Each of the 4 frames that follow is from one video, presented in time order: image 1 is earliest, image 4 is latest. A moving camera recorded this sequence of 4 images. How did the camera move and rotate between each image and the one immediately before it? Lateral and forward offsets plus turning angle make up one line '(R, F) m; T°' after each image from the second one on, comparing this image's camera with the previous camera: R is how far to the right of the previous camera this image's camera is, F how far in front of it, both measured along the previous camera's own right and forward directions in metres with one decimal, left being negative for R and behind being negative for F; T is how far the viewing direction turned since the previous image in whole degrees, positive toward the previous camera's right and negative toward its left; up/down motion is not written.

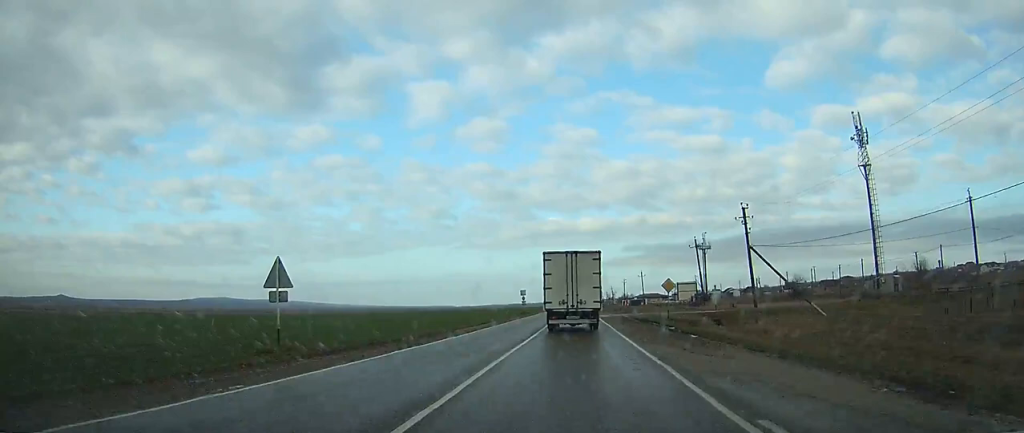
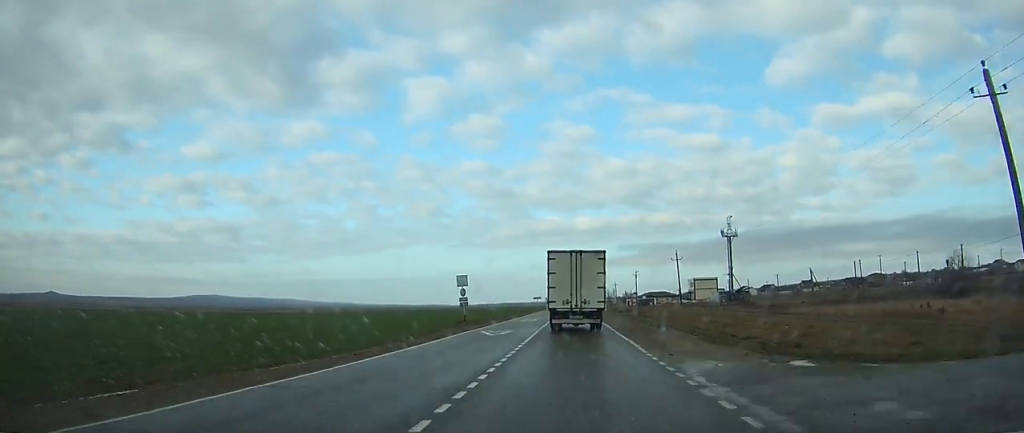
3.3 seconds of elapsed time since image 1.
(+0.2, +50.6) m; 0°
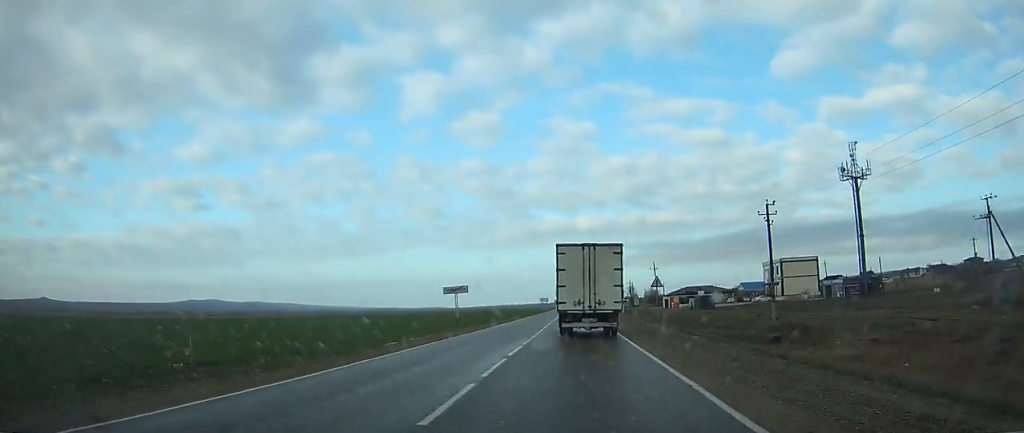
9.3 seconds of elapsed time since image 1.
(-0.5, +98.7) m; 0°
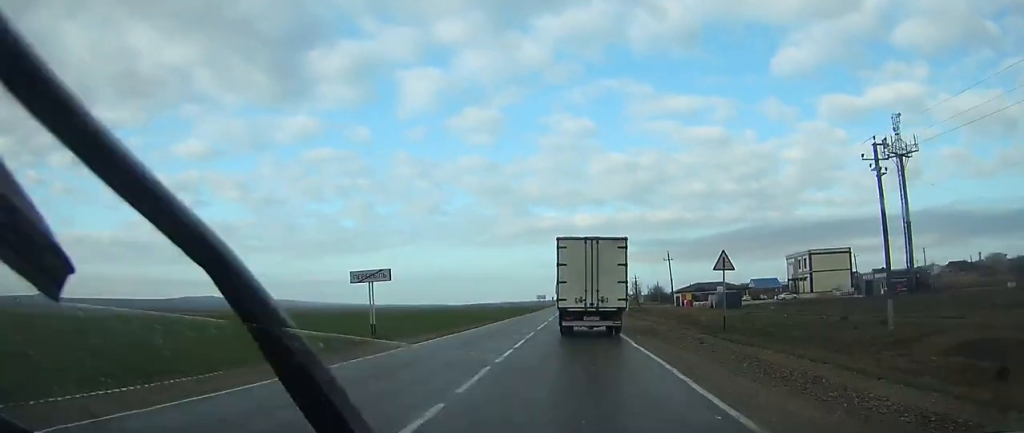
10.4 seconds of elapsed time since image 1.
(0.0, +17.8) m; 0°
